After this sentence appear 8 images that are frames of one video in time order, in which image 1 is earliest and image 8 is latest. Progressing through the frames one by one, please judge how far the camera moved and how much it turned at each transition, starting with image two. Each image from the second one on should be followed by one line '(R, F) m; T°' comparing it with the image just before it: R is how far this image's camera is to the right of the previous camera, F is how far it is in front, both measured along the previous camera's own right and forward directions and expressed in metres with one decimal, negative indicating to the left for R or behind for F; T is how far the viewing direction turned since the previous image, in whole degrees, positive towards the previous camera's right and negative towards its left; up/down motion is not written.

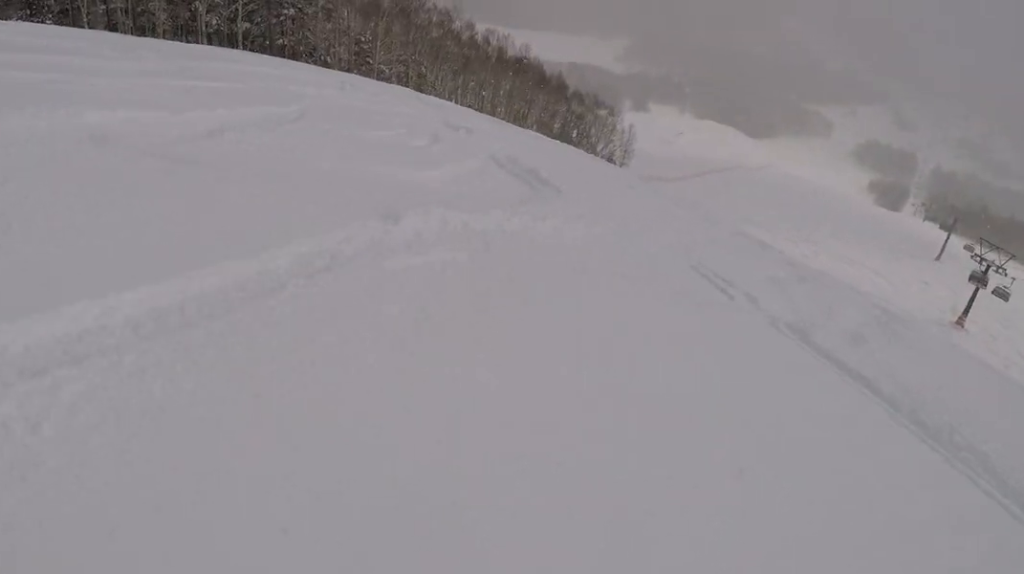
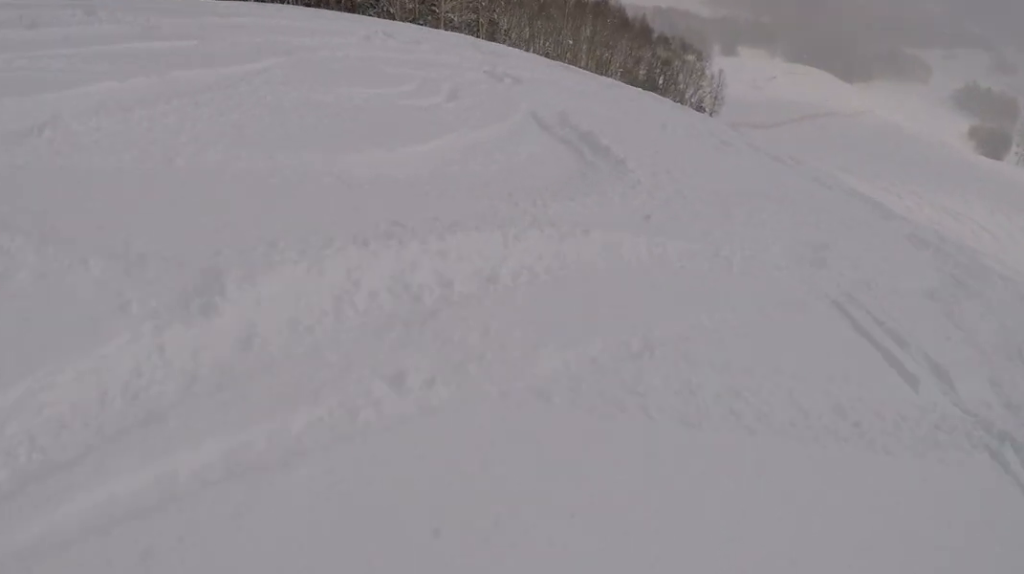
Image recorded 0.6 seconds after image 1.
(-0.6, +3.2) m; -10°
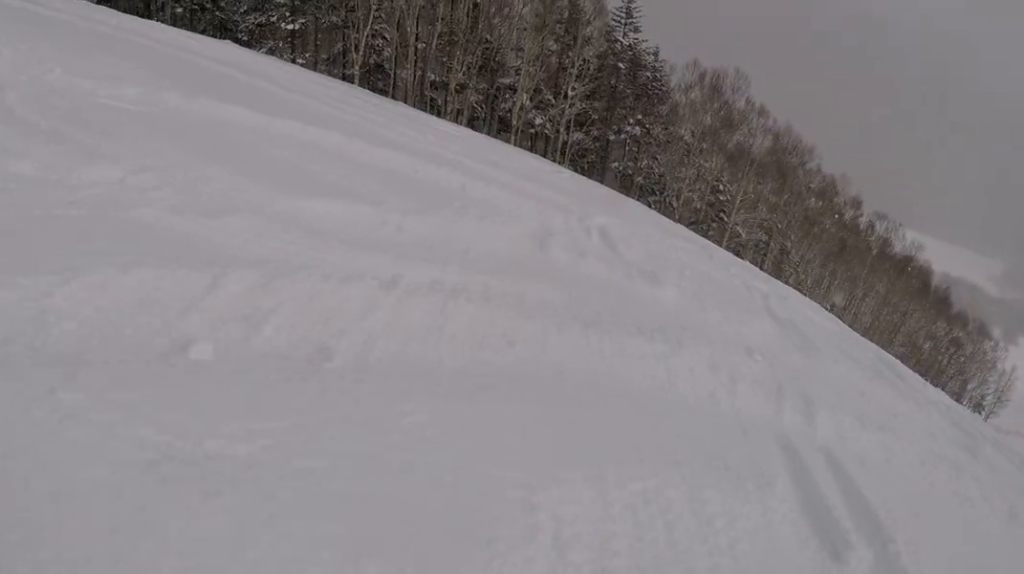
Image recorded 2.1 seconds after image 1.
(-1.1, +8.6) m; -15°
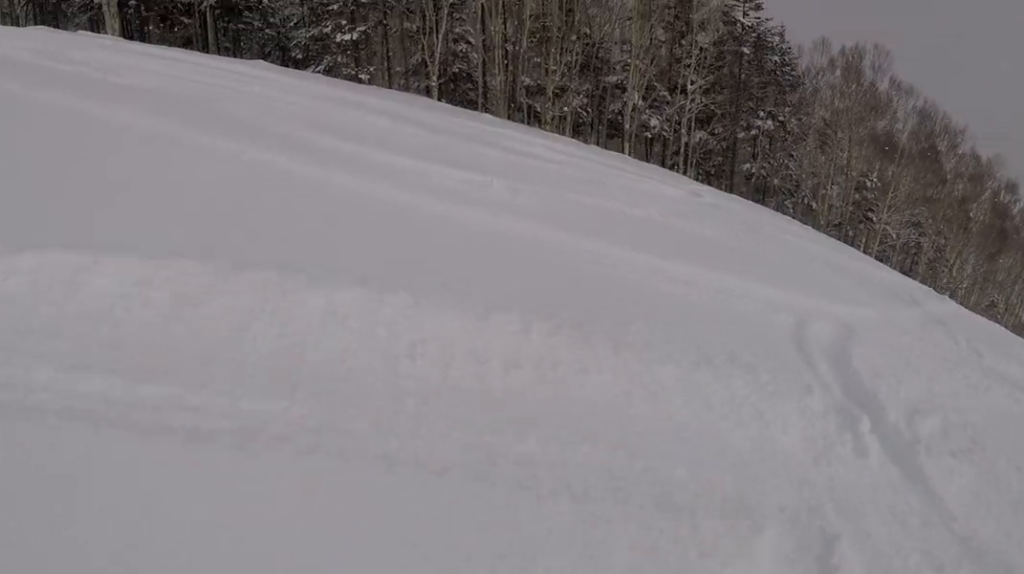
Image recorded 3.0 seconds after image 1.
(-0.5, +5.2) m; -12°
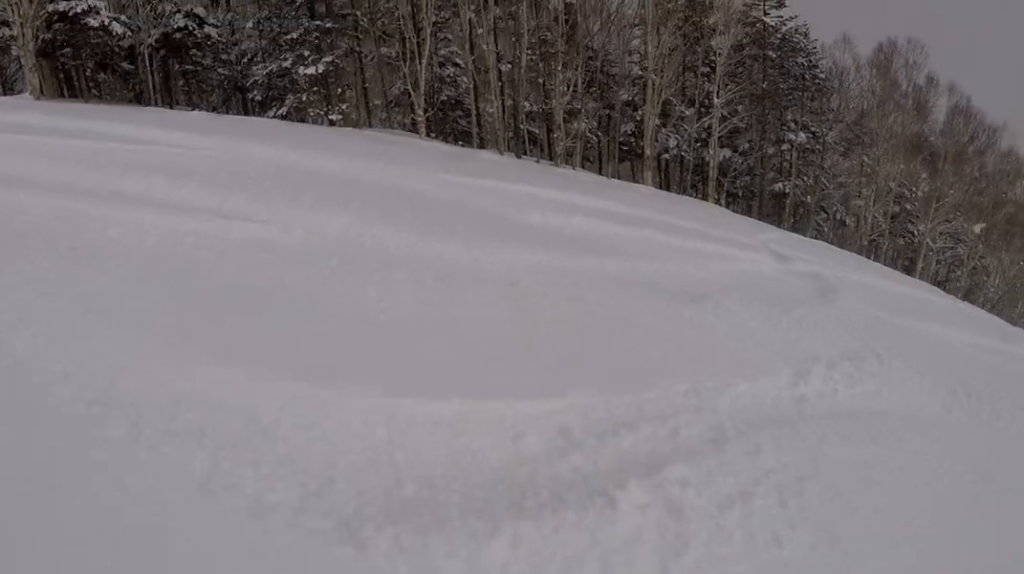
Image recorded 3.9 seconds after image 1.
(-0.4, +4.5) m; -12°
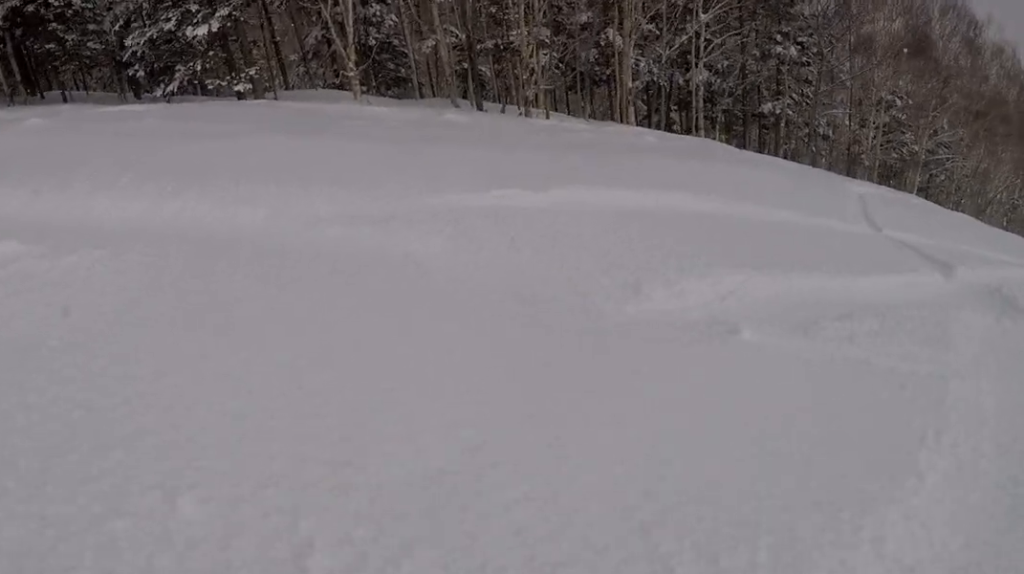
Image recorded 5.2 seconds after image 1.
(-0.3, +6.0) m; +26°
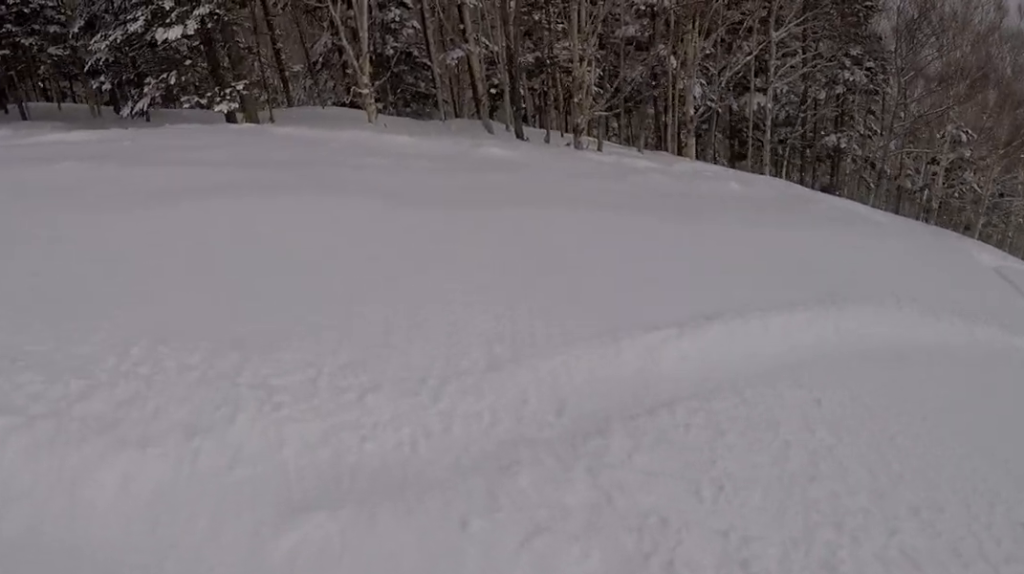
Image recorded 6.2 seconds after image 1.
(+1.6, +3.5) m; +37°
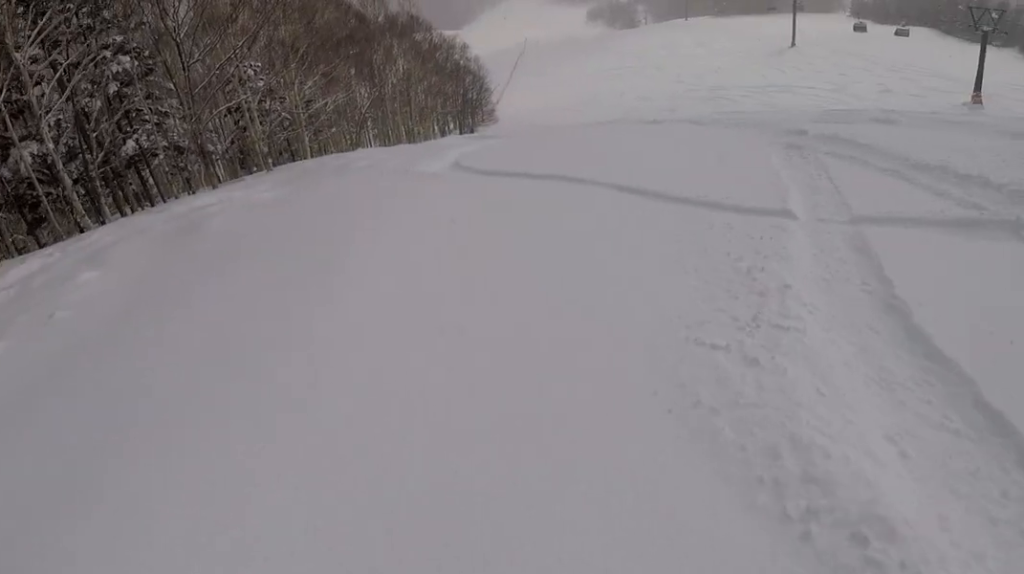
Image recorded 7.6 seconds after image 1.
(+1.7, +6.2) m; +51°
